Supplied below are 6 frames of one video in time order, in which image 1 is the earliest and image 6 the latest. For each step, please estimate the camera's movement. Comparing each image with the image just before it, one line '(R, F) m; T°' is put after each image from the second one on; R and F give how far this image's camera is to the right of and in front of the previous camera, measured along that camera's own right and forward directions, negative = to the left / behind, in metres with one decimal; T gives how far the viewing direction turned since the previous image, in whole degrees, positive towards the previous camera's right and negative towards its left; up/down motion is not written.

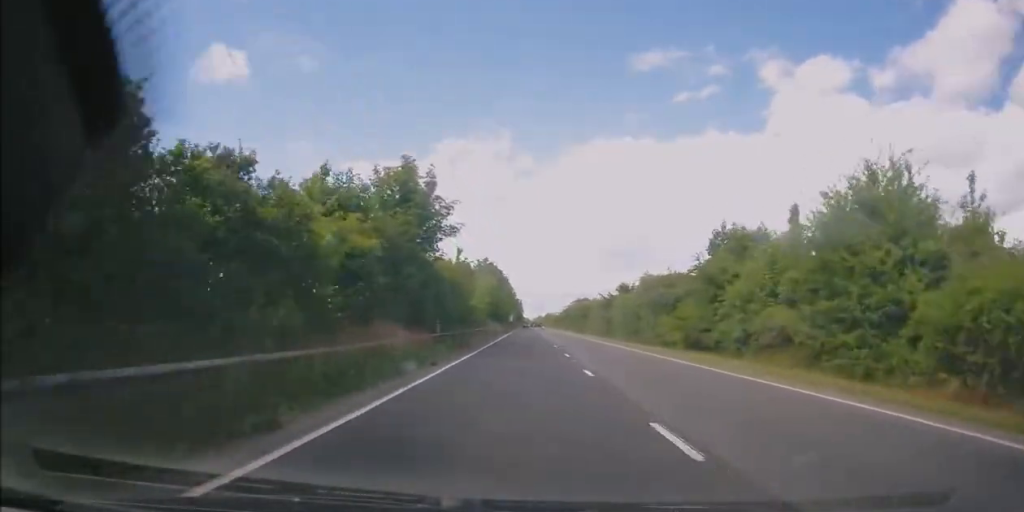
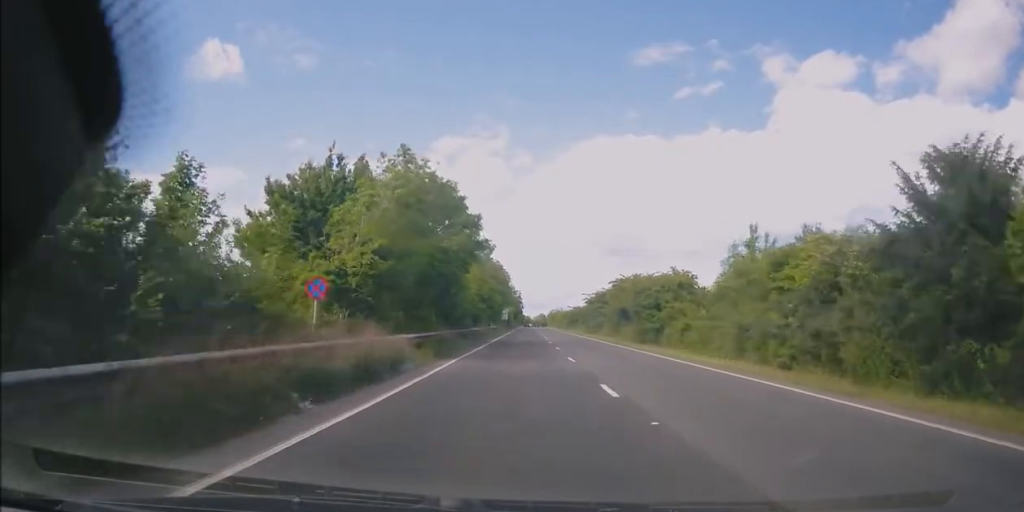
(+0.2, +49.7) m; 0°
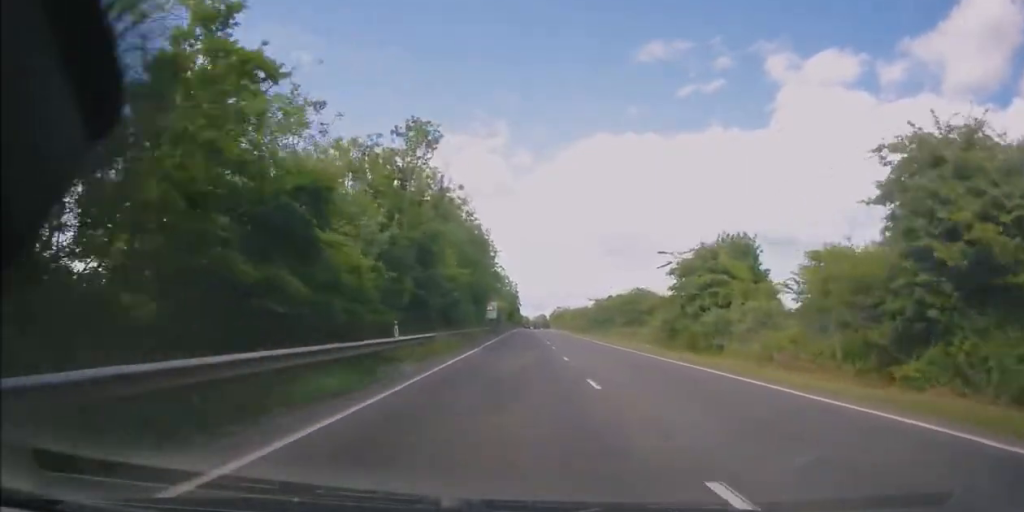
(-0.8, +45.6) m; 0°
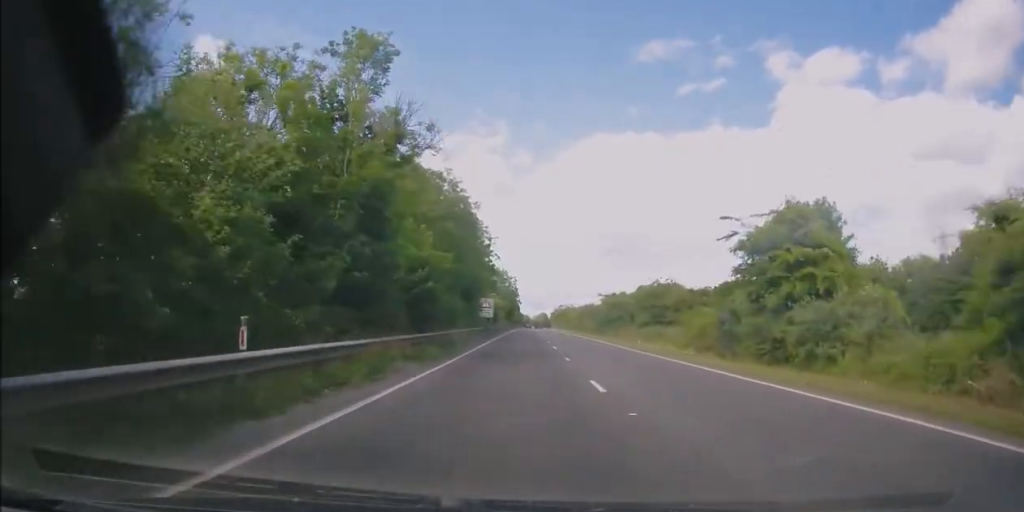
(+0.1, +10.1) m; 0°
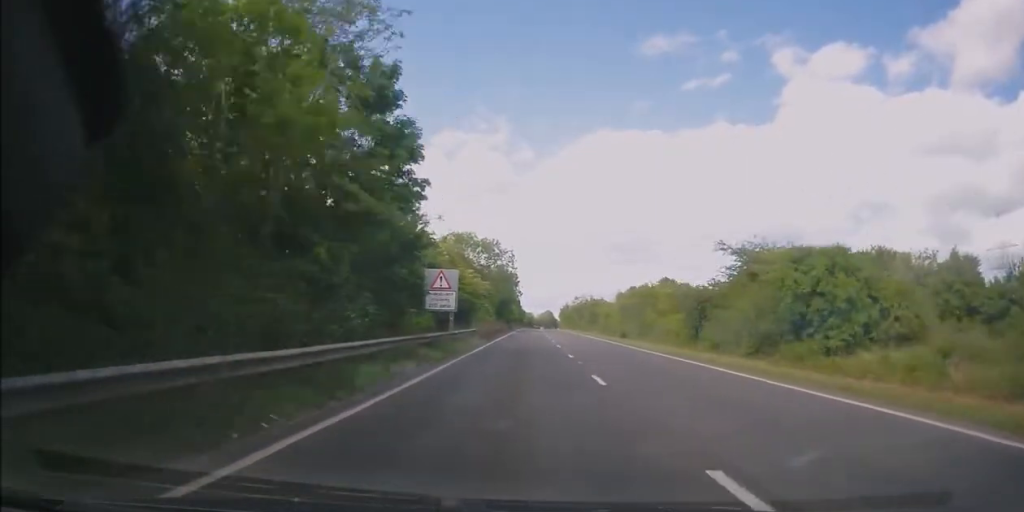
(+0.1, +45.2) m; 0°
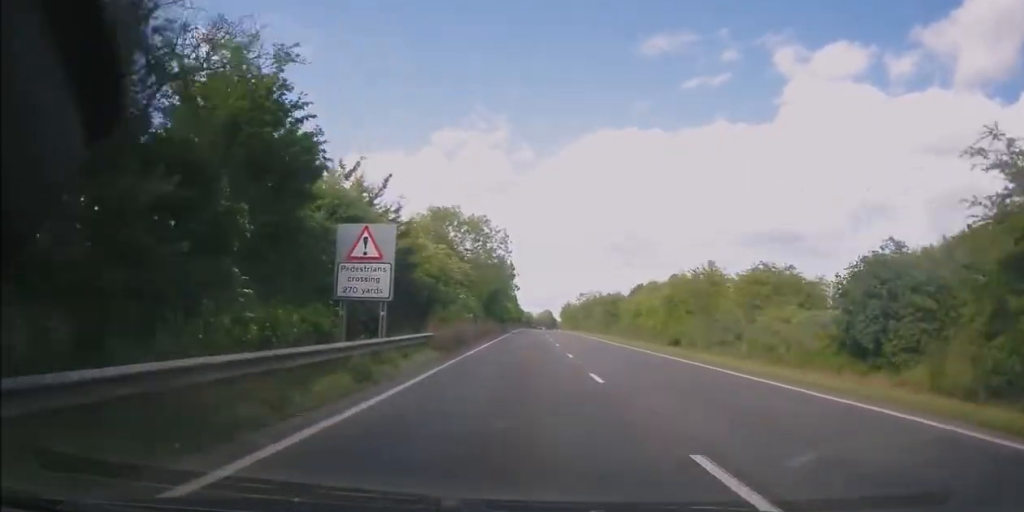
(+0.1, +17.9) m; 0°
